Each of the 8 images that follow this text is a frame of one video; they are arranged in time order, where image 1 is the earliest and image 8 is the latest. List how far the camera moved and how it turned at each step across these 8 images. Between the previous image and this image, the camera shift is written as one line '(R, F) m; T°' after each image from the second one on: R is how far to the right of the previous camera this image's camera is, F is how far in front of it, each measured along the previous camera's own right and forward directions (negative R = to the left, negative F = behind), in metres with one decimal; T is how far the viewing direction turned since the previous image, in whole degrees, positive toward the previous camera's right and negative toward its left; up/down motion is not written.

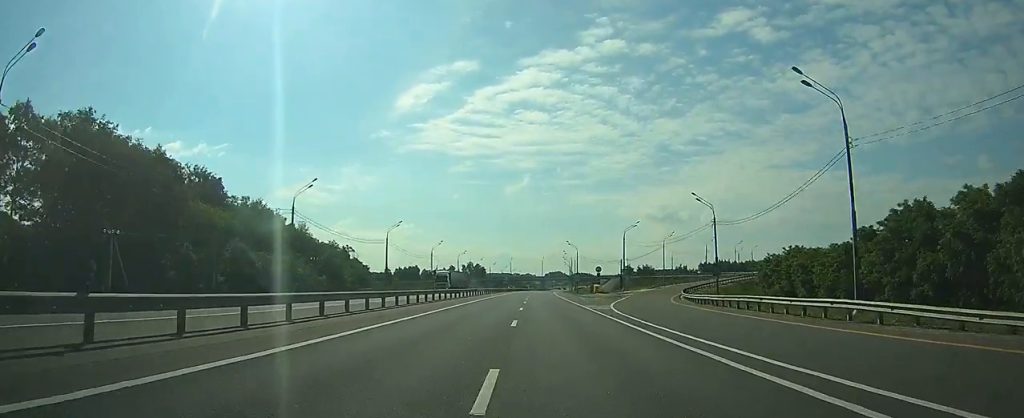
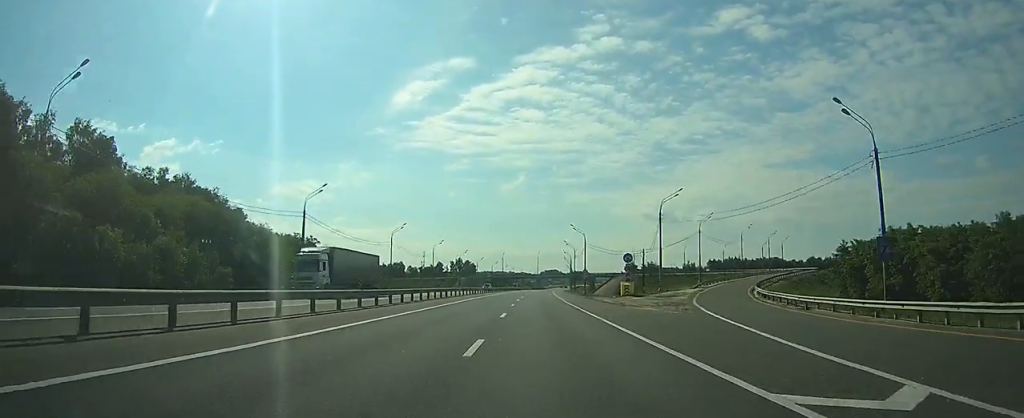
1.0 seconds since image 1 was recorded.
(+0.3, +32.2) m; +1°
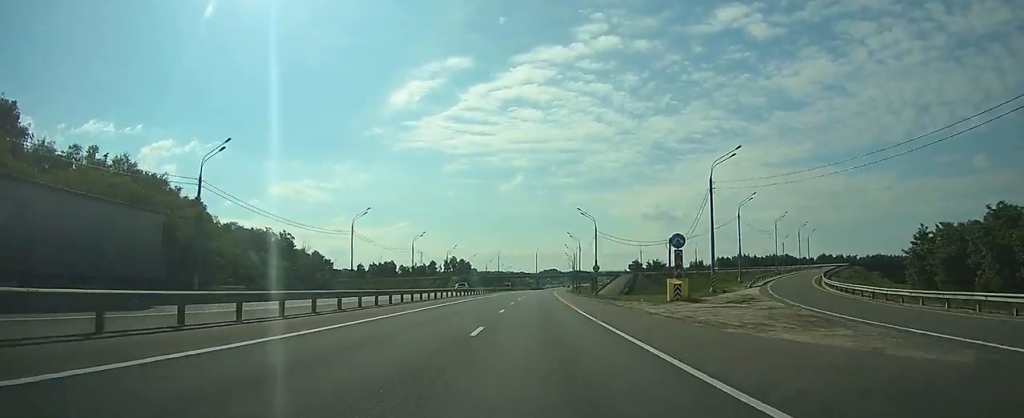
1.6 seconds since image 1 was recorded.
(+0.1, +20.3) m; 0°
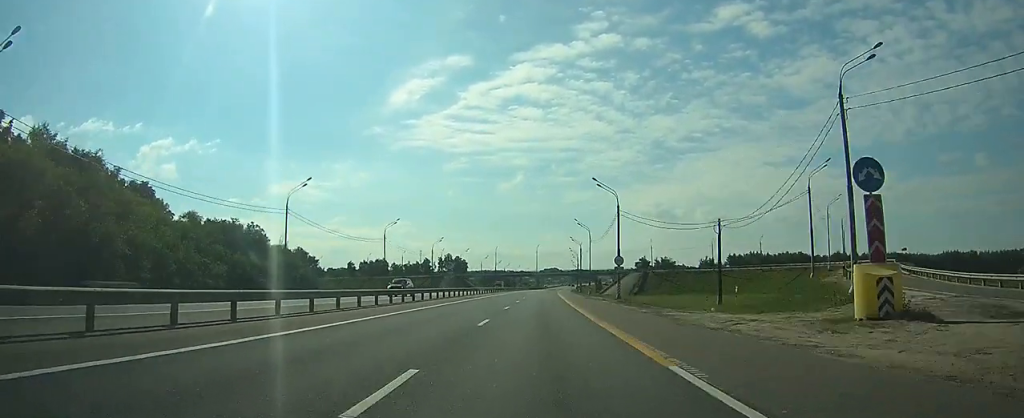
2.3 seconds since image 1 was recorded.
(0.0, +21.2) m; 0°
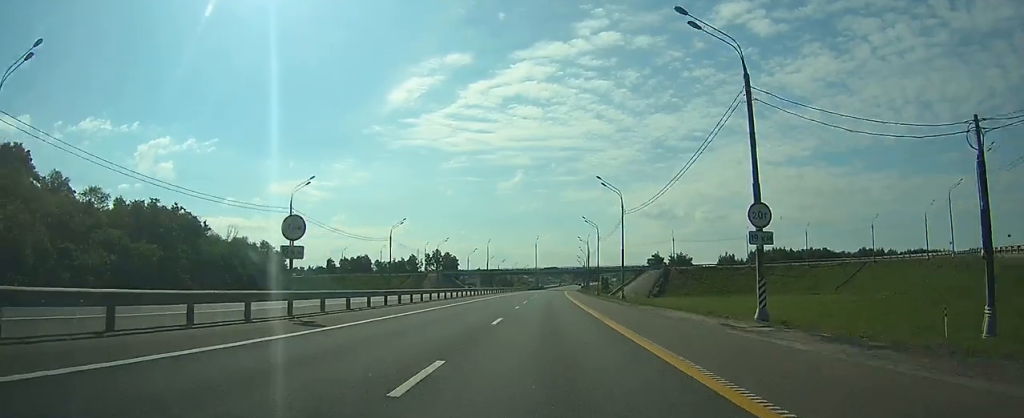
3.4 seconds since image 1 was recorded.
(-0.1, +35.7) m; 0°
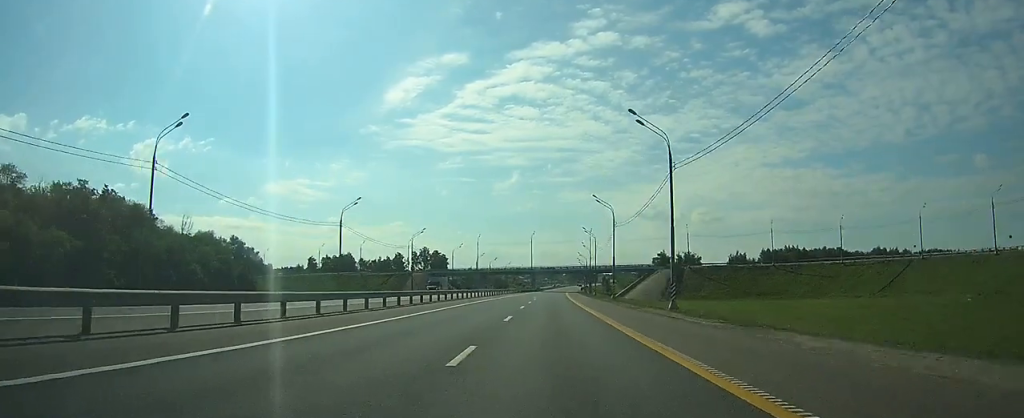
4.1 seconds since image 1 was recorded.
(-0.1, +21.8) m; 0°
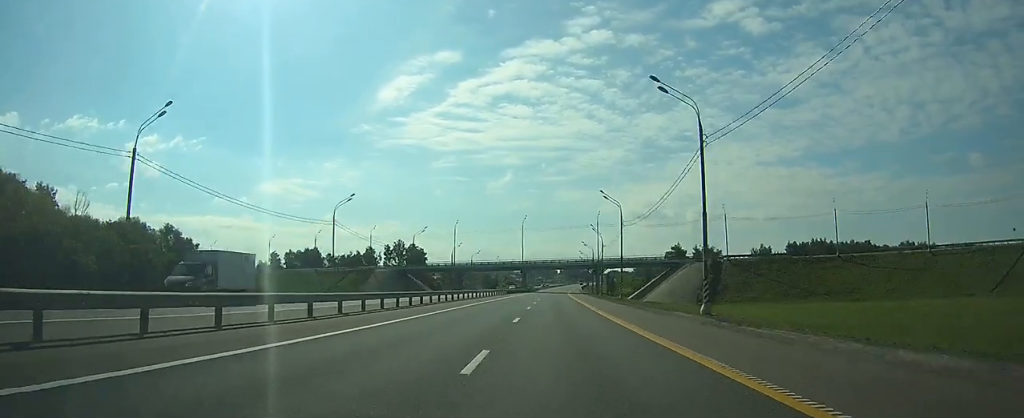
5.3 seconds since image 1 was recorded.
(+0.1, +37.2) m; +1°
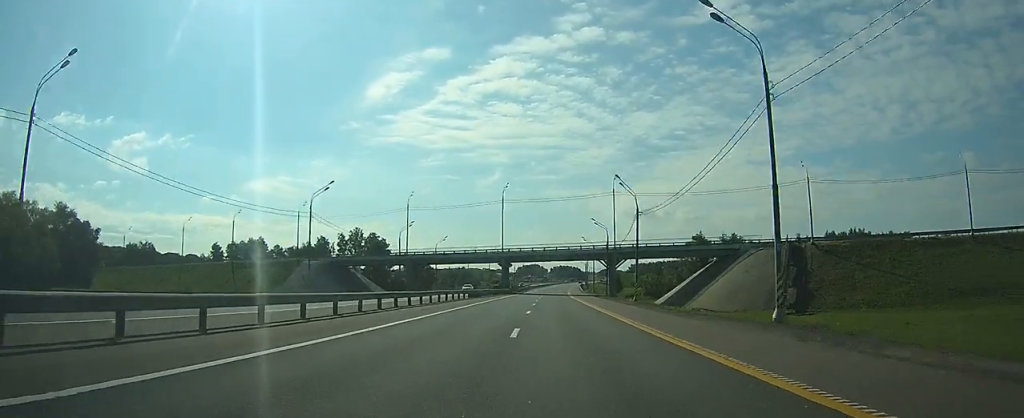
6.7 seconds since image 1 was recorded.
(+0.4, +42.4) m; +1°
